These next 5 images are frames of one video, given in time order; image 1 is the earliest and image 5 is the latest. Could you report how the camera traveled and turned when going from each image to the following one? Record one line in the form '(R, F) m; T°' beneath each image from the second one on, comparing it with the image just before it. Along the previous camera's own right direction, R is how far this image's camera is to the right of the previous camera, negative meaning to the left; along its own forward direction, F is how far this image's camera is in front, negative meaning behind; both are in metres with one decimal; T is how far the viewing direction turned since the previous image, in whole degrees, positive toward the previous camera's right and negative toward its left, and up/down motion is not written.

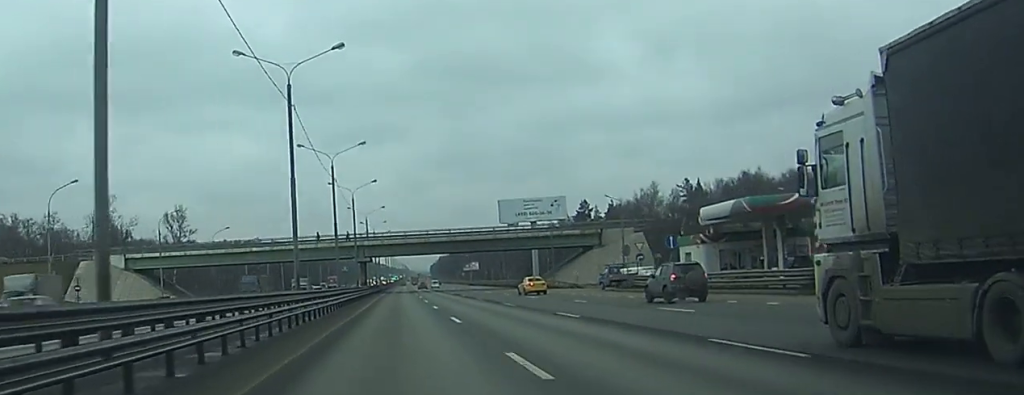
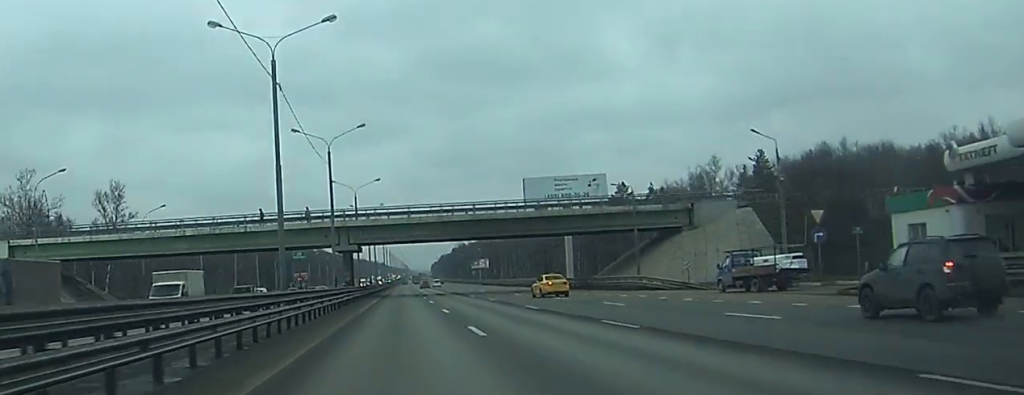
(+0.1, +44.2) m; 0°
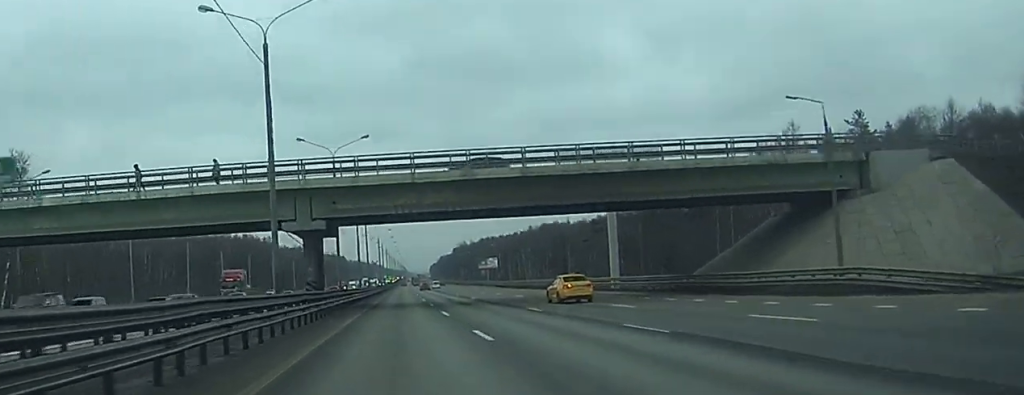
(0.0, +36.1) m; 0°
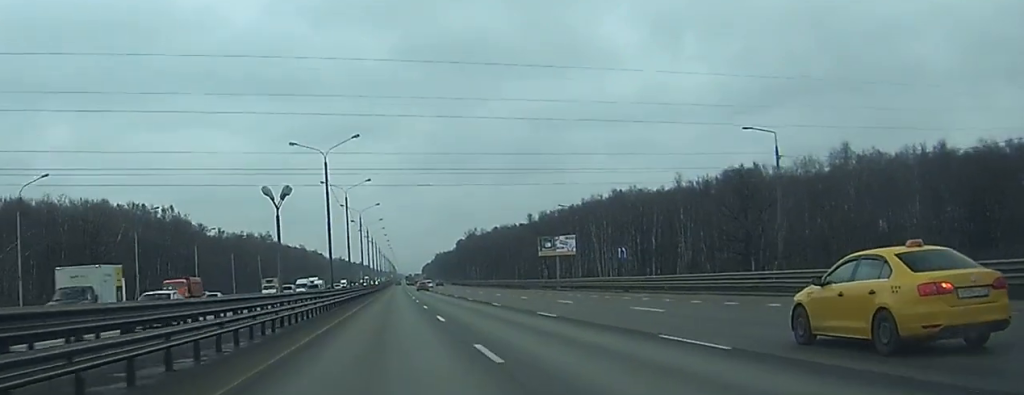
(+0.8, +133.6) m; +1°
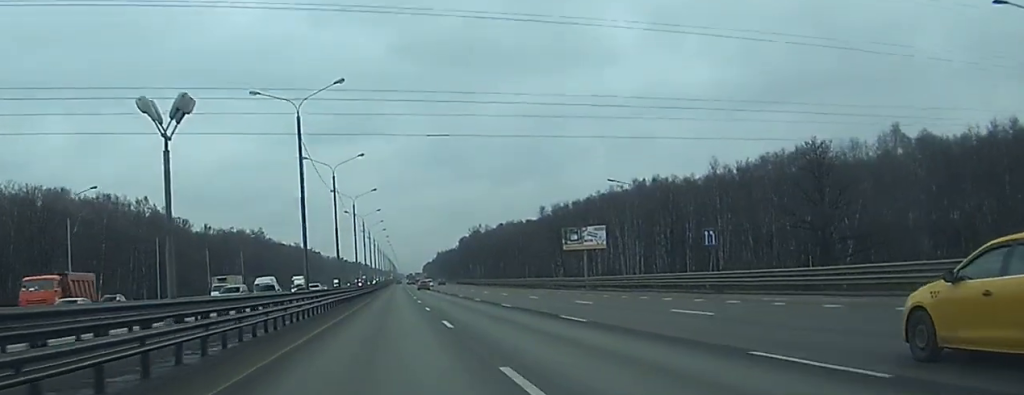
(0.0, +21.0) m; 0°
